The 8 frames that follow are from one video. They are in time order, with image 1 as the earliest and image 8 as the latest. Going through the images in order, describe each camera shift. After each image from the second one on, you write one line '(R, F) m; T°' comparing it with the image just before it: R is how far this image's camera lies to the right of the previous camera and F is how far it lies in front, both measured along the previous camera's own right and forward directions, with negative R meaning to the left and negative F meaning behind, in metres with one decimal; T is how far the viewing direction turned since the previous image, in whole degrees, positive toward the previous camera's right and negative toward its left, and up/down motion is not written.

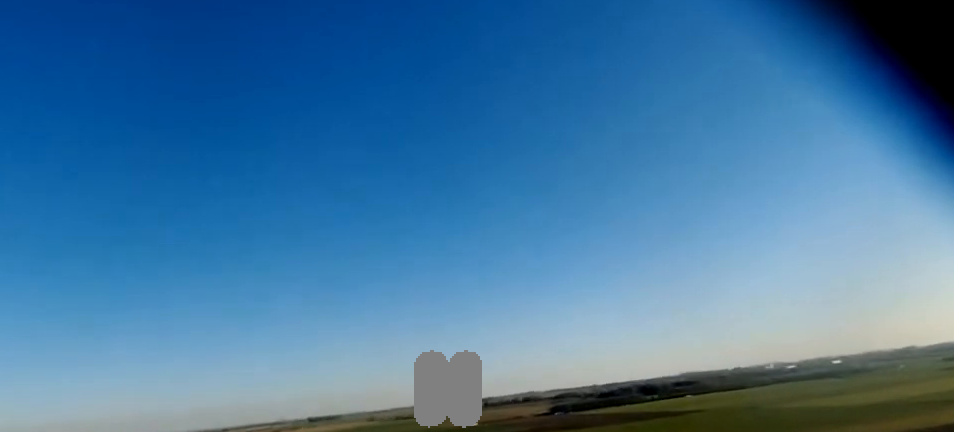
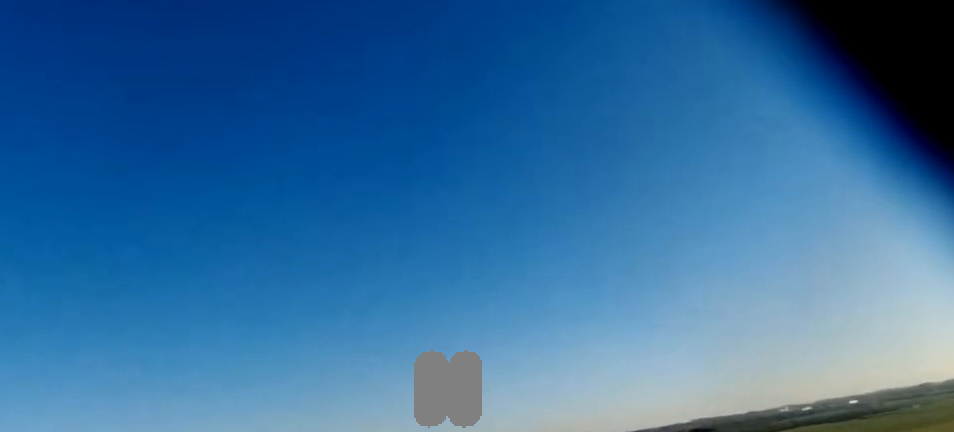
(-0.2, +18.8) m; -1°
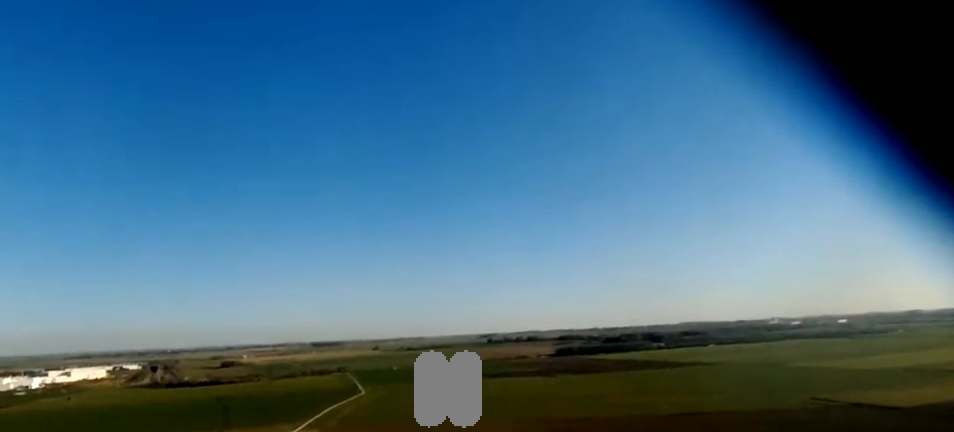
(-0.3, +12.4) m; 0°
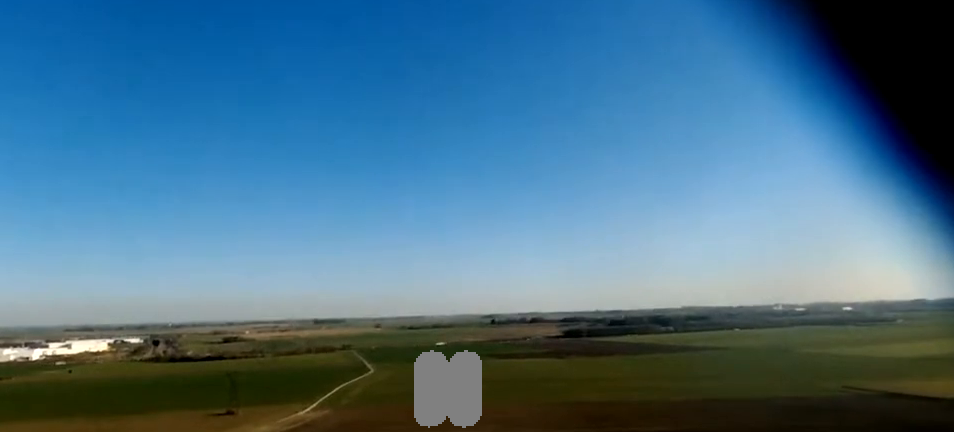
(+0.9, +29.6) m; -2°
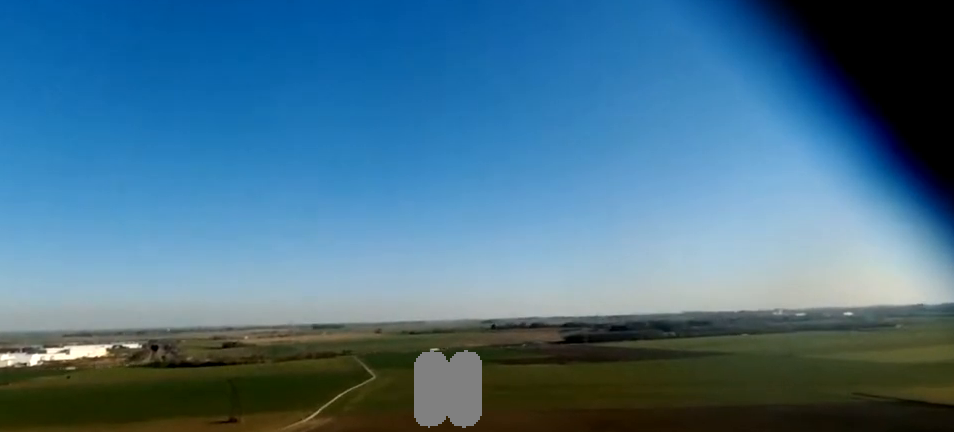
(-0.5, +9.7) m; -1°
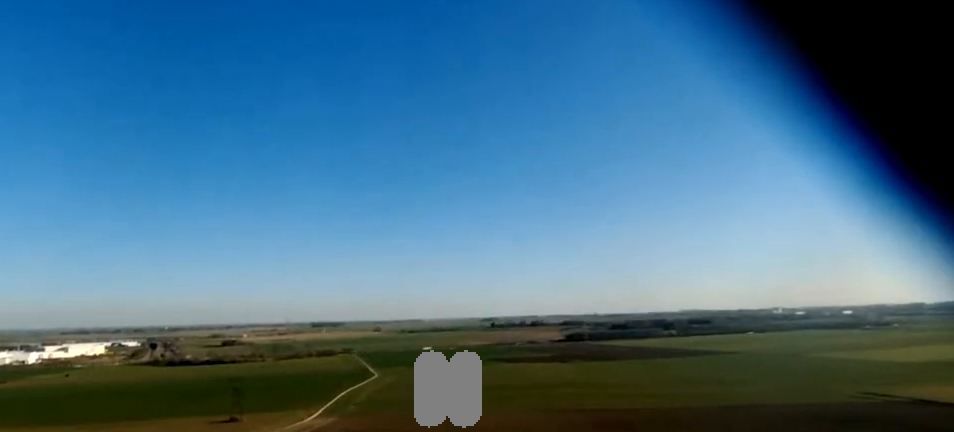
(-0.7, +8.1) m; 0°
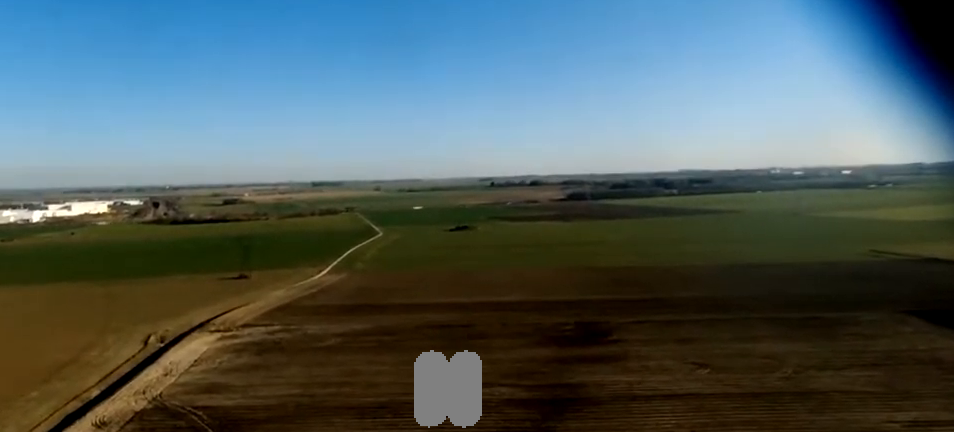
(+1.0, +13.8) m; +4°
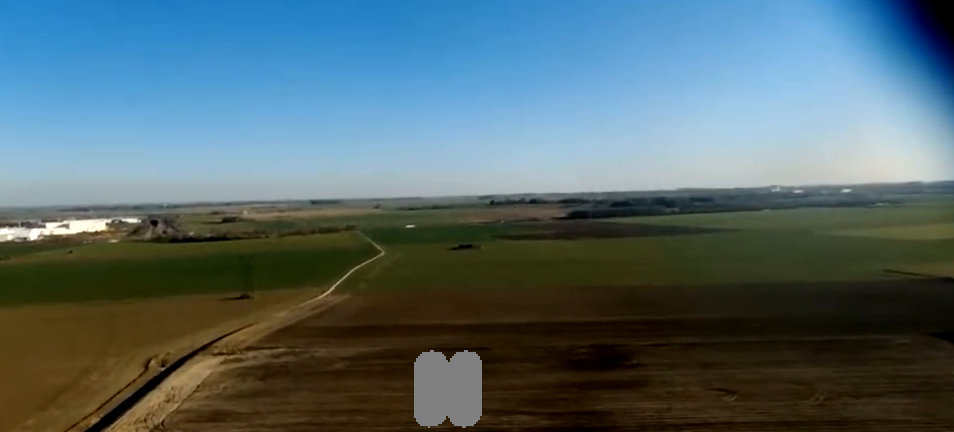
(+0.2, +10.6) m; 0°
